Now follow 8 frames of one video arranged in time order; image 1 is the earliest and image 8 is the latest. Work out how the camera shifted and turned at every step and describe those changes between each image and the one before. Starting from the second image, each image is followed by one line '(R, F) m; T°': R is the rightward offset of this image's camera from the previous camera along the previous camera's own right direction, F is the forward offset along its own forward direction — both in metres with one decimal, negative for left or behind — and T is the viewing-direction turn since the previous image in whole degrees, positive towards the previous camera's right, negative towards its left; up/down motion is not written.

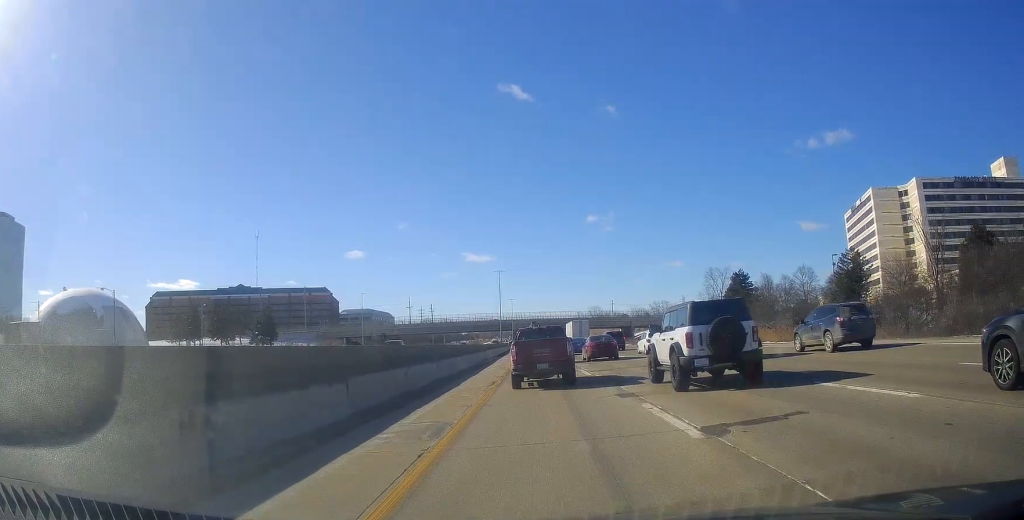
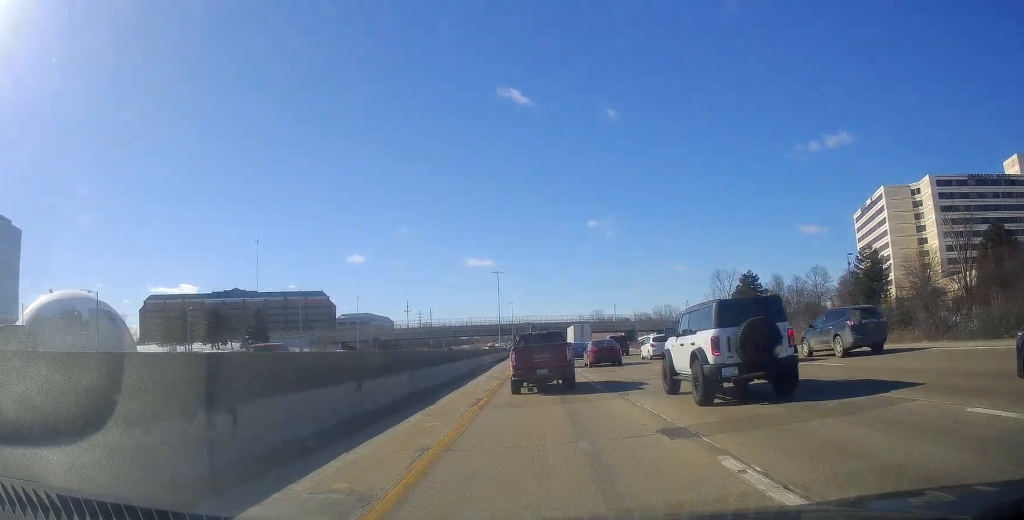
(+0.1, +5.7) m; +1°
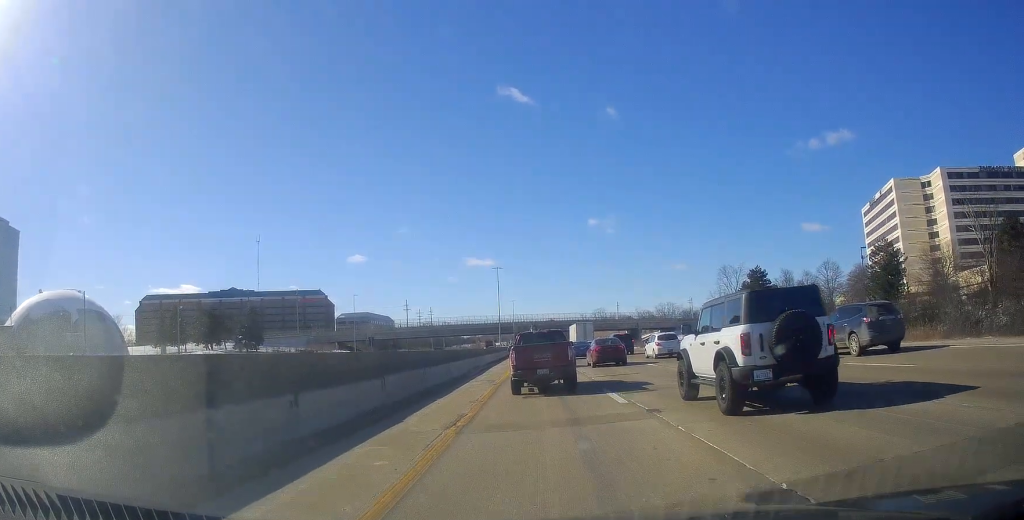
(+0.1, +4.1) m; 0°
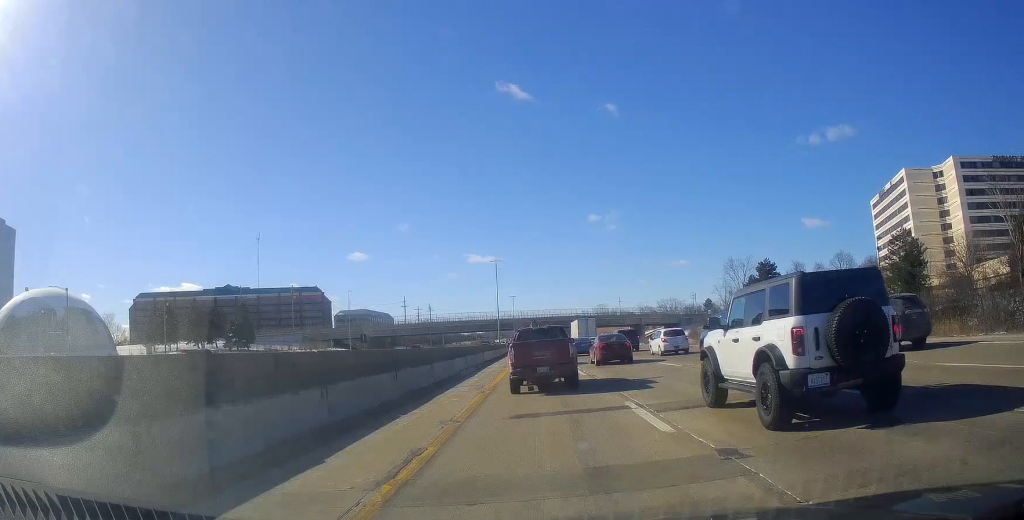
(-0.1, +4.8) m; +3°
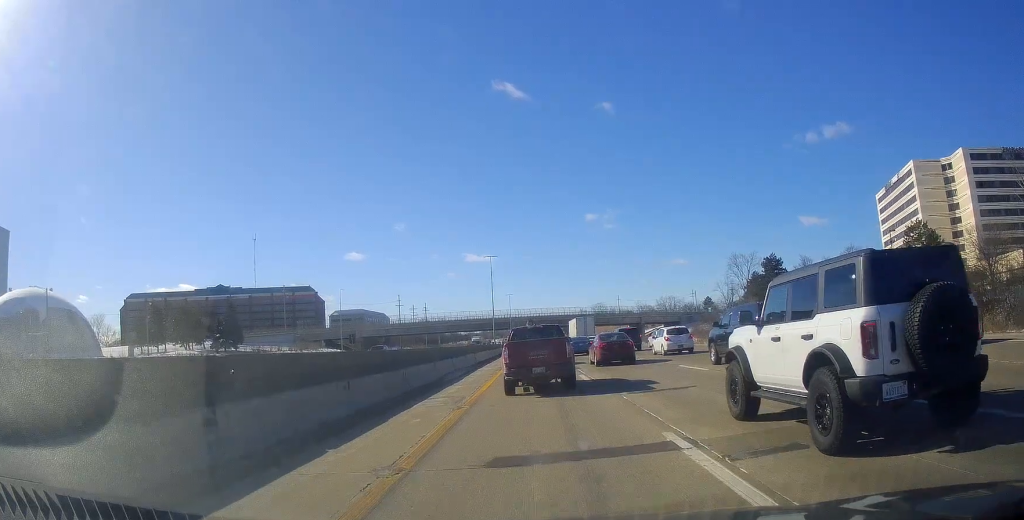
(-0.1, +4.4) m; +2°
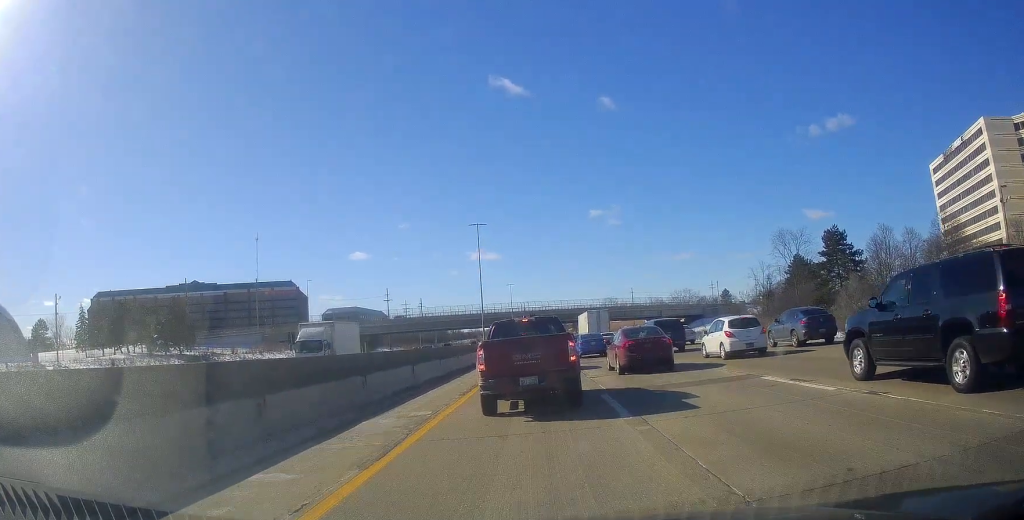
(-1.3, +21.9) m; -8°
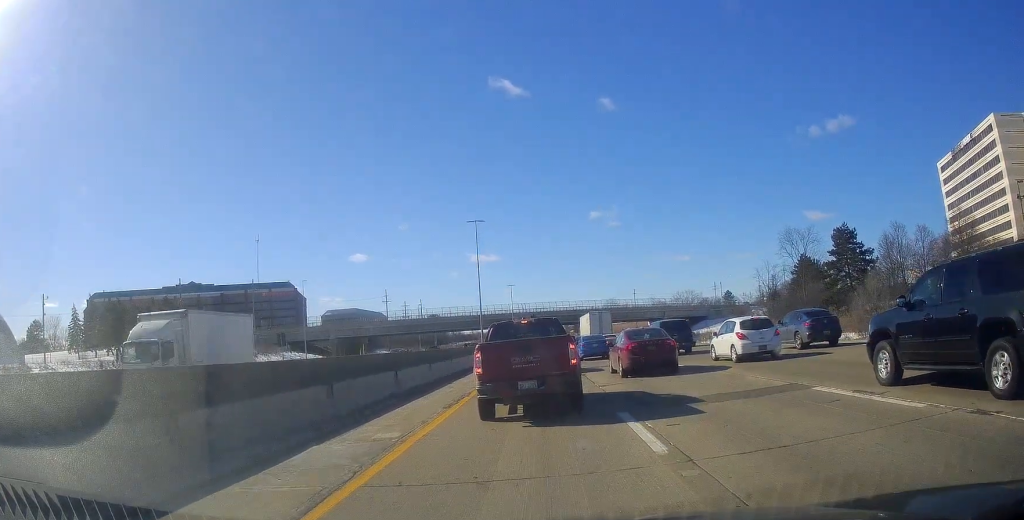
(+0.1, +2.7) m; -1°
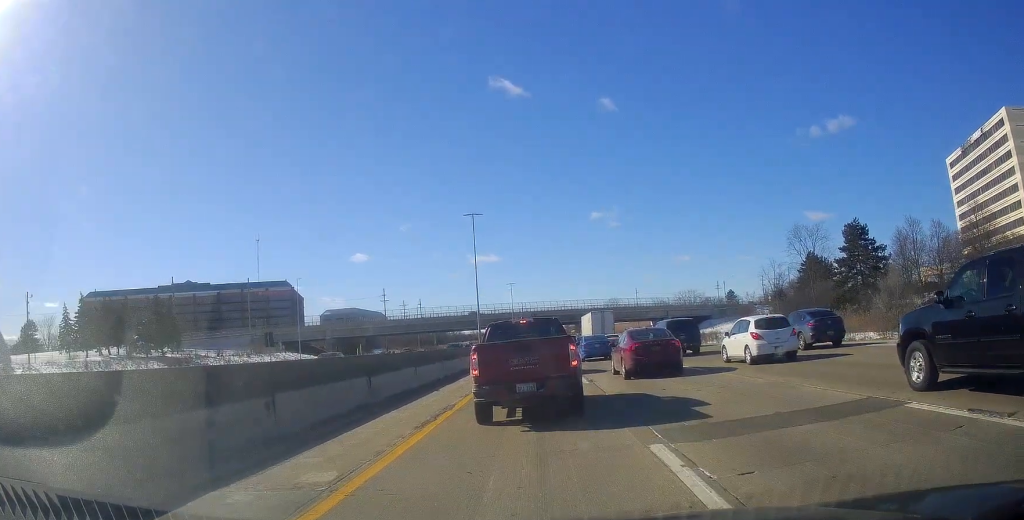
(-0.1, +2.9) m; +3°
